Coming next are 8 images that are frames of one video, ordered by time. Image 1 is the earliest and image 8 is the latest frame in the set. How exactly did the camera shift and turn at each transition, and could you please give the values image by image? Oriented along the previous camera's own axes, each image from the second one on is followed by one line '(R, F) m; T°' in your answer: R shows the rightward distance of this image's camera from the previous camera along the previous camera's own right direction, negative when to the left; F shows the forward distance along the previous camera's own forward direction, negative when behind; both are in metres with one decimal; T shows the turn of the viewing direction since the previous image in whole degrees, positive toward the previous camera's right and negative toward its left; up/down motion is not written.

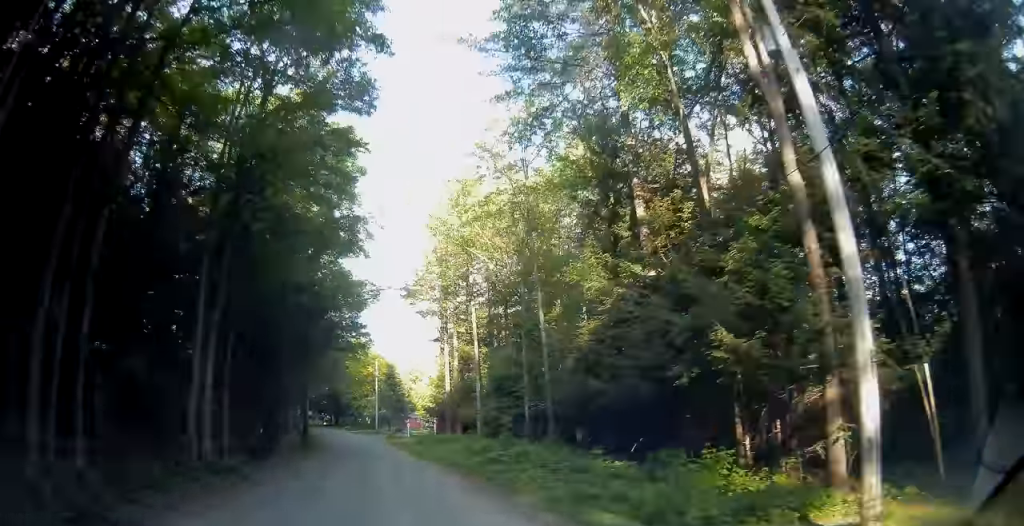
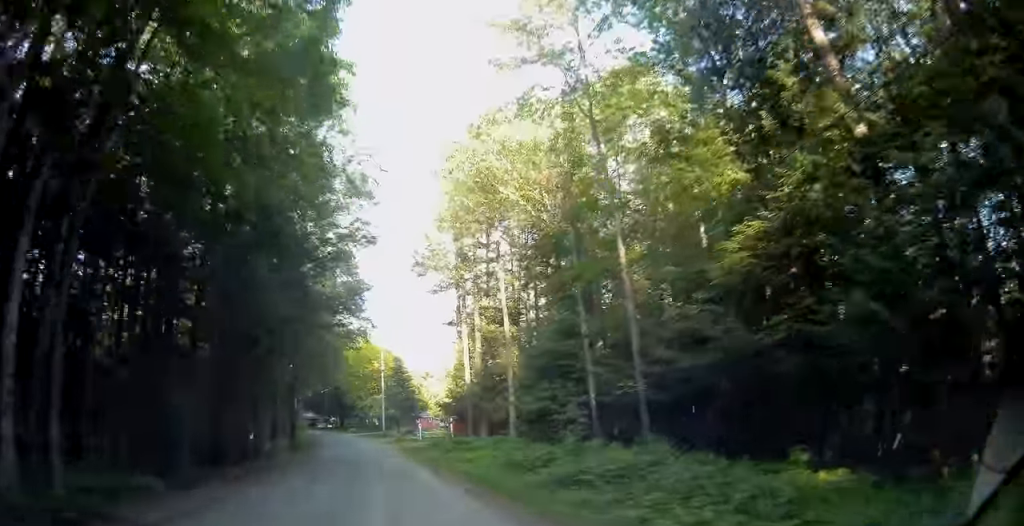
(-0.2, +11.5) m; -3°
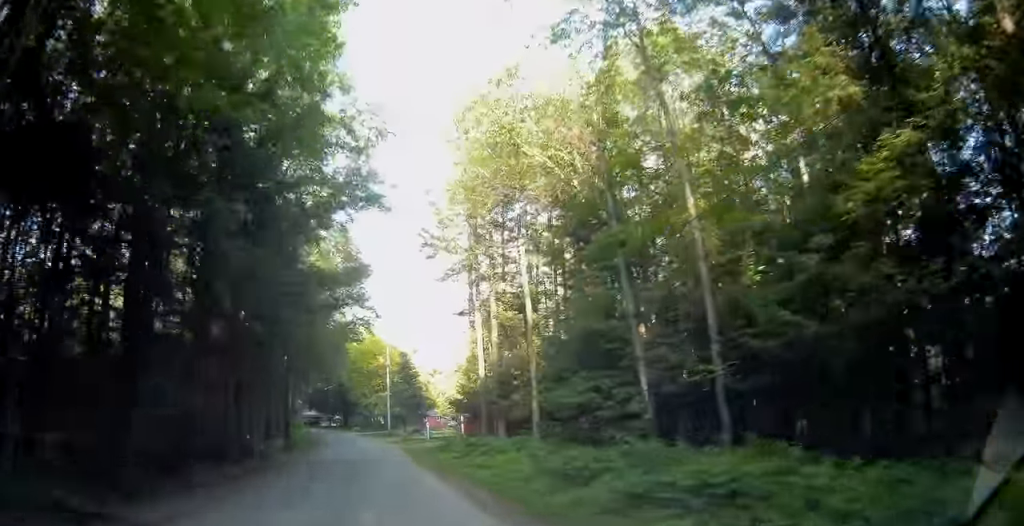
(-0.3, +5.0) m; -1°
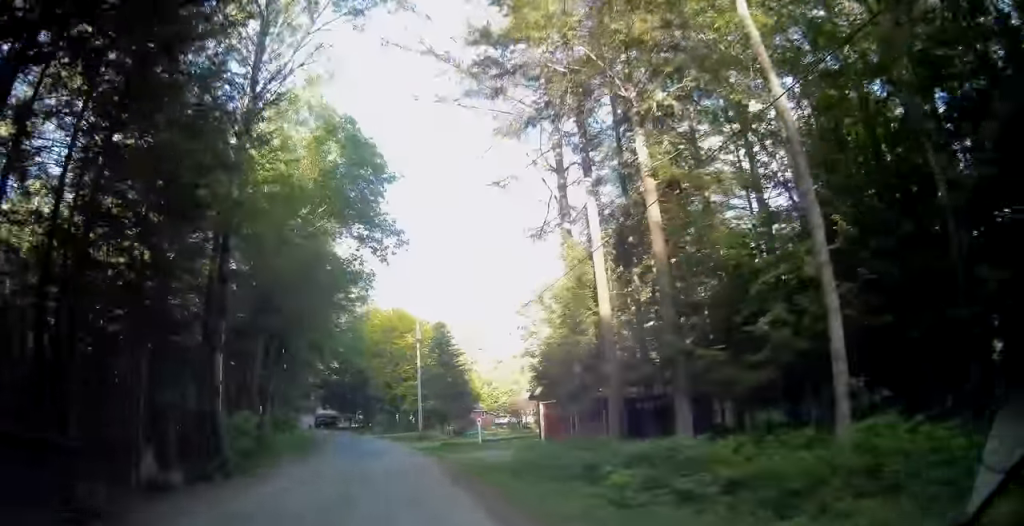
(-0.2, +23.3) m; -2°
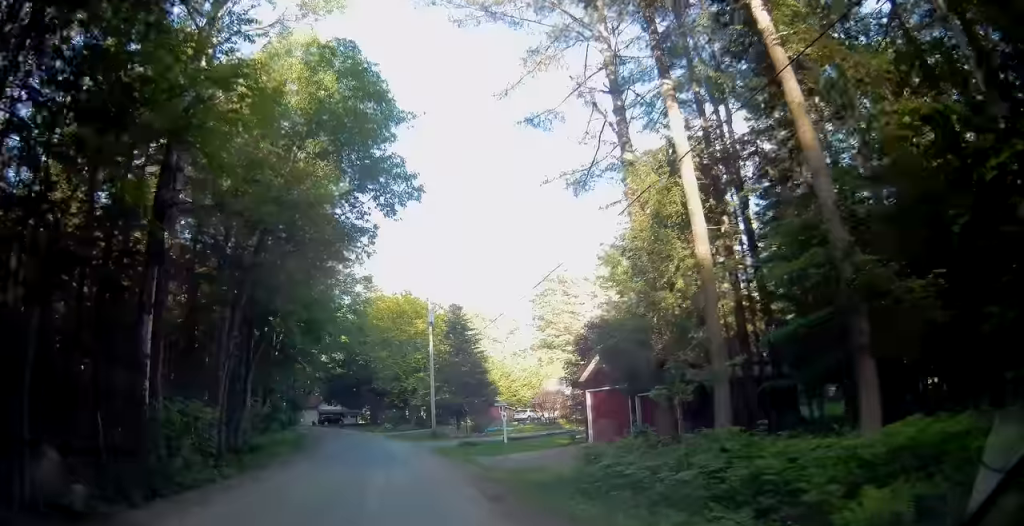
(-0.1, +7.6) m; -1°
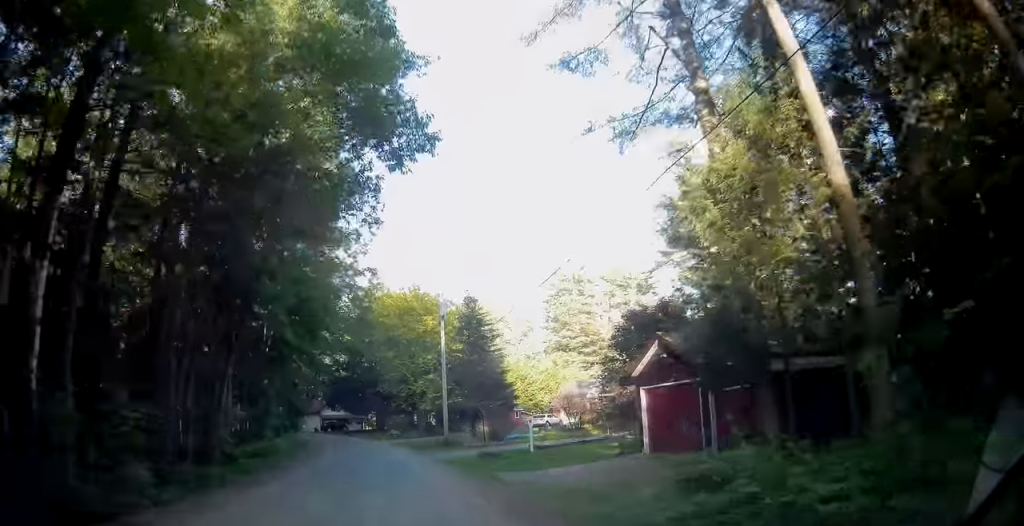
(0.0, +5.8) m; 0°
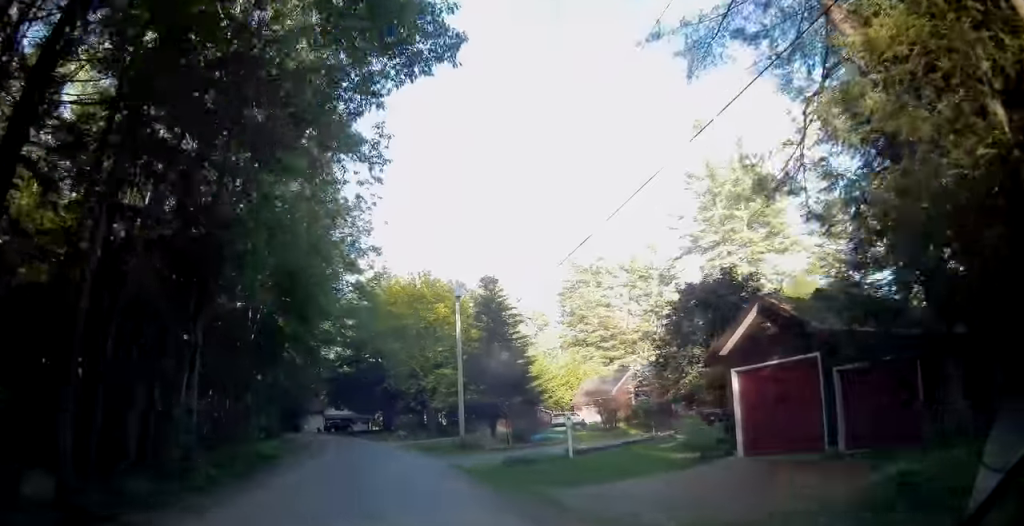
(0.0, +6.2) m; 0°
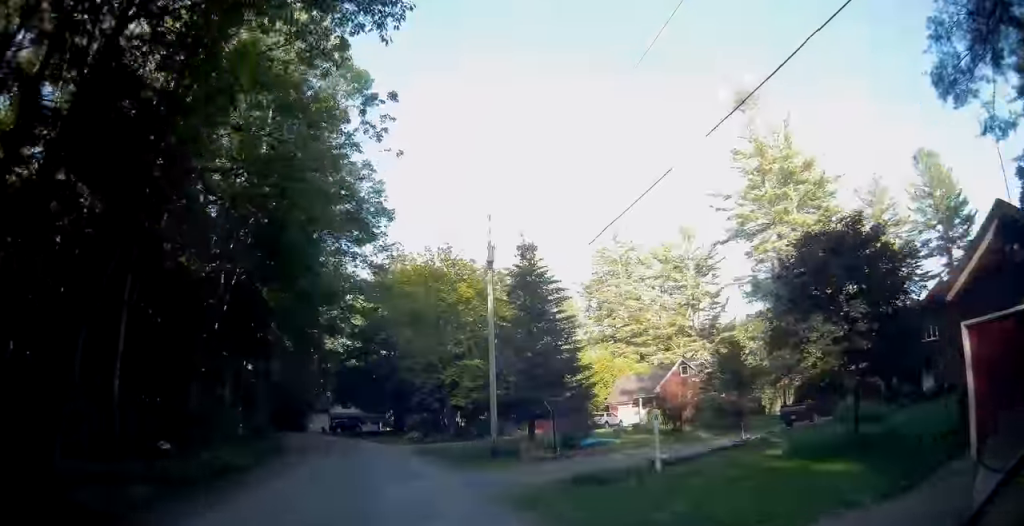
(0.0, +8.2) m; -1°
